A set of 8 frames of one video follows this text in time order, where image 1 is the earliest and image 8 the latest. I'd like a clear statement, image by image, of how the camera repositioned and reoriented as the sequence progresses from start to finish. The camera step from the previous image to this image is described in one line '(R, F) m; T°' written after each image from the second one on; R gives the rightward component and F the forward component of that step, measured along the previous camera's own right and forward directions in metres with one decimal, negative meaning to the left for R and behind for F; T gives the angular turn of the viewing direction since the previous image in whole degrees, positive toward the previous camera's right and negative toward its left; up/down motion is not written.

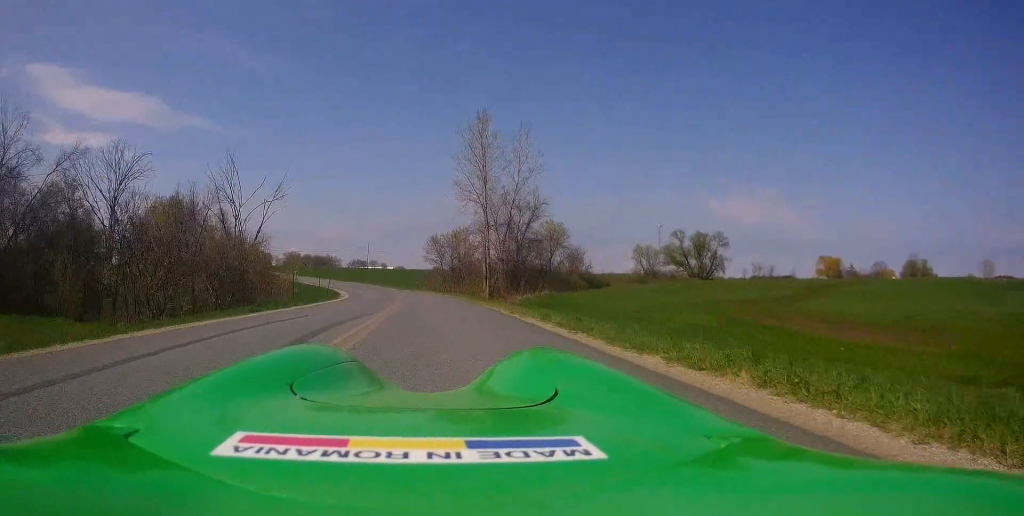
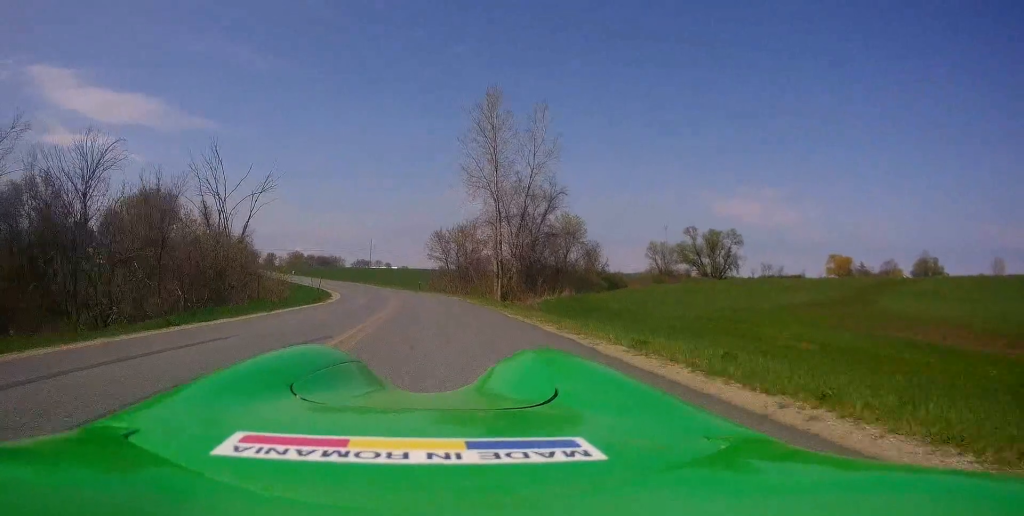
(0.0, +6.0) m; 0°
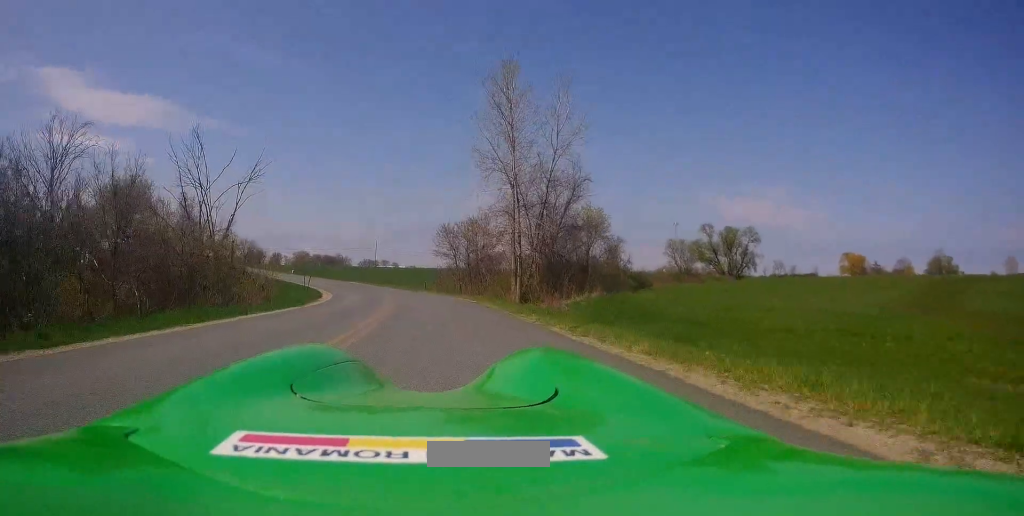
(0.0, +6.8) m; +1°
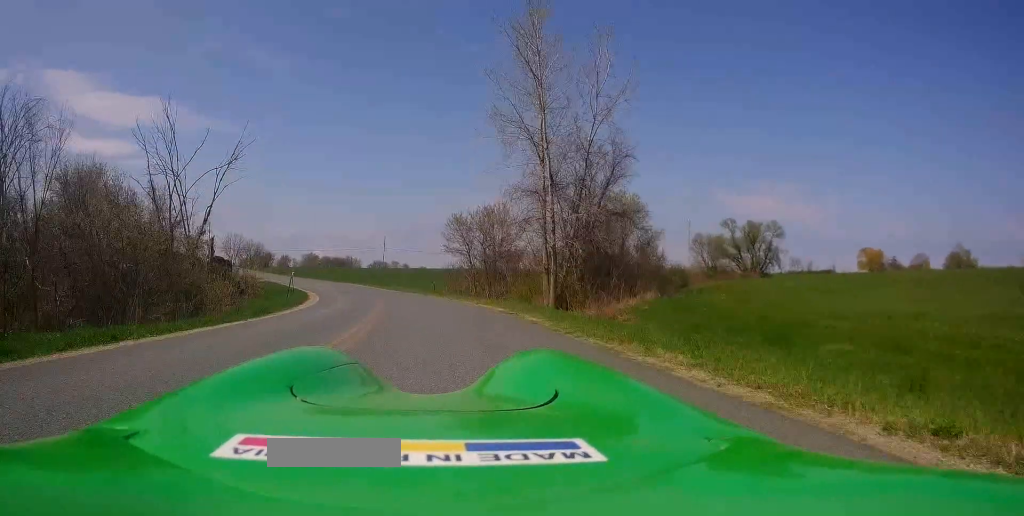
(+0.1, +8.2) m; +1°
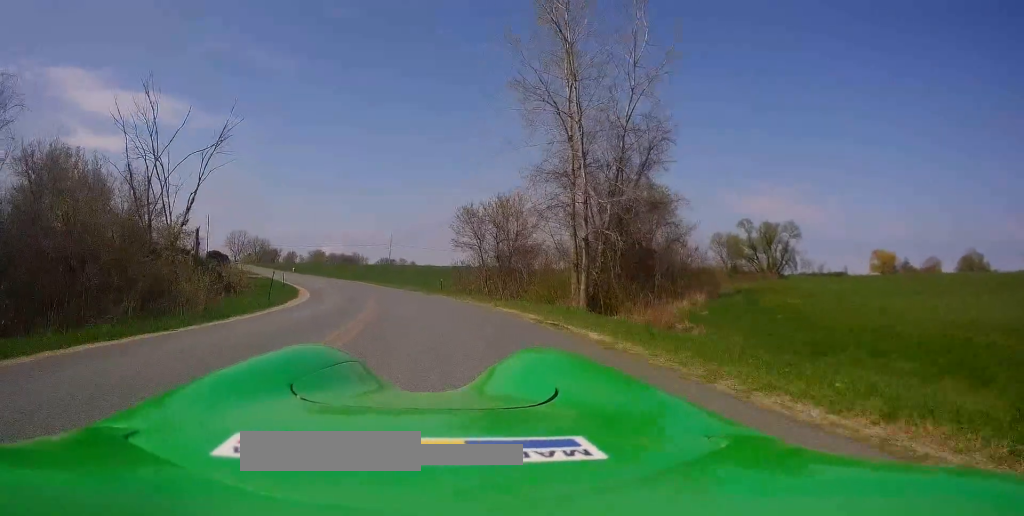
(+0.2, +5.5) m; -1°
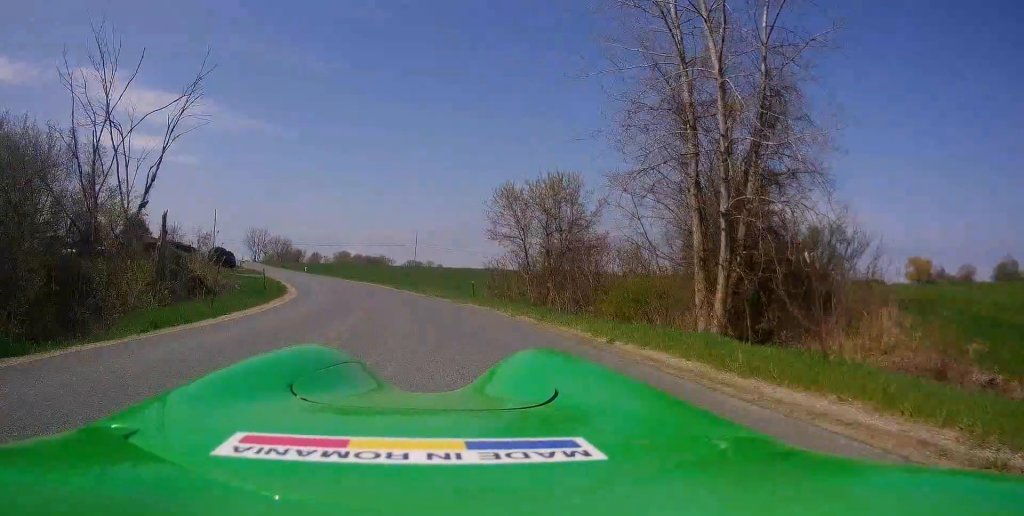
(-0.4, +11.7) m; -5°
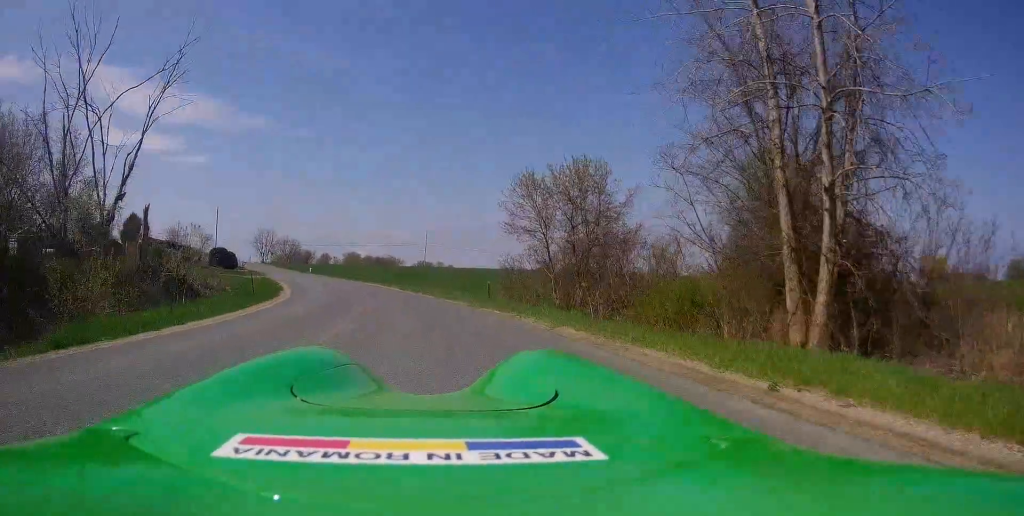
(-0.1, +4.6) m; -2°
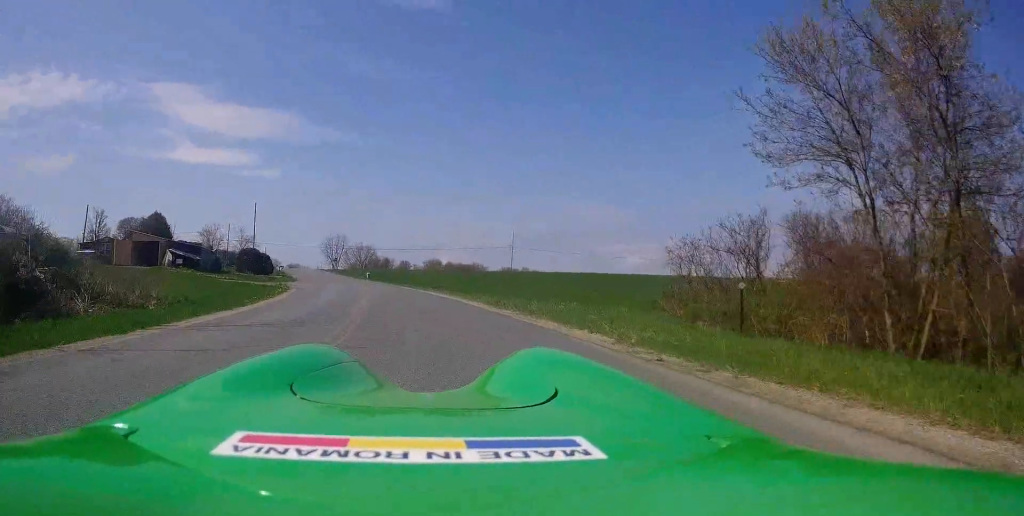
(-3.9, +29.4) m; -16°
